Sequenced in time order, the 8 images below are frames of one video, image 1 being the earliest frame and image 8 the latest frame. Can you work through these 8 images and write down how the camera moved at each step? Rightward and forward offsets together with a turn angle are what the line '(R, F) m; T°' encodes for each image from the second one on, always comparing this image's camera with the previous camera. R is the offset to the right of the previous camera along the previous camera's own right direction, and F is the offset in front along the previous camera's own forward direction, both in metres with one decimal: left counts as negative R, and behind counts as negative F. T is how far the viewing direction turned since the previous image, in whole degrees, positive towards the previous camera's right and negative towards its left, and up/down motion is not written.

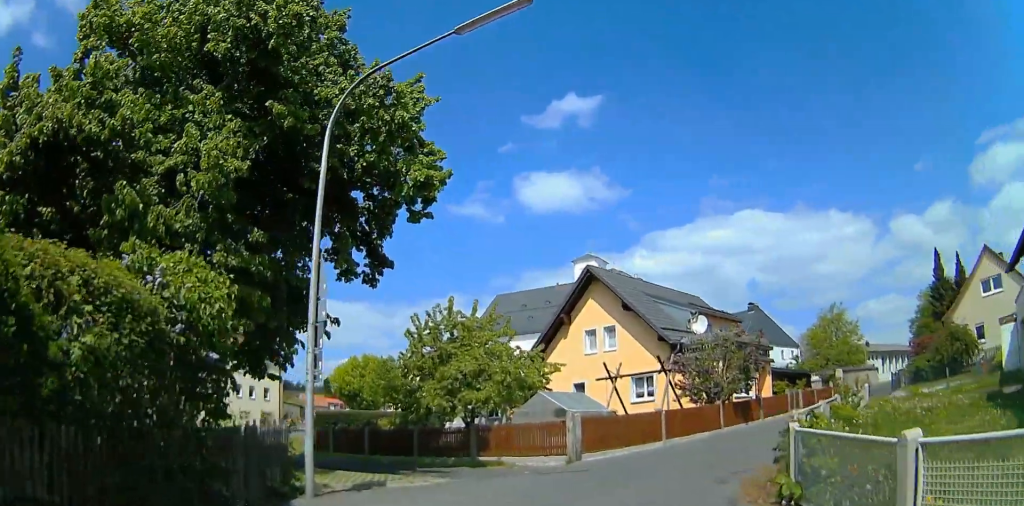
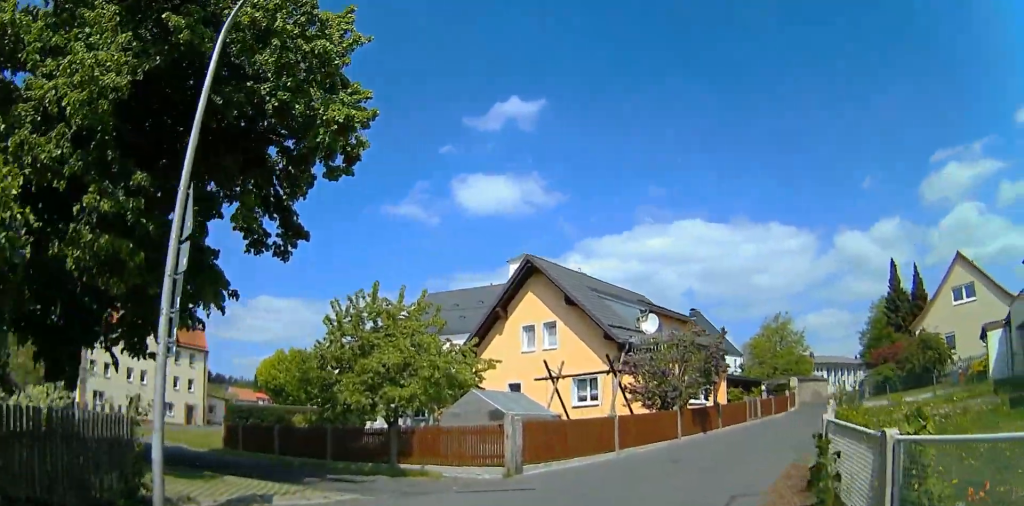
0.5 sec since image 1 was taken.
(0.0, +3.3) m; +4°
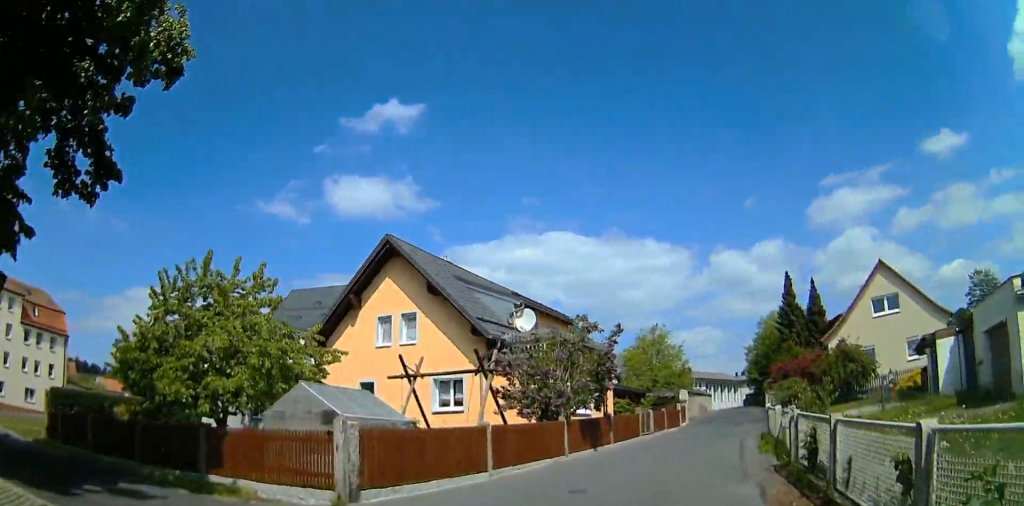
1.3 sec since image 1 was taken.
(+0.2, +4.7) m; +11°
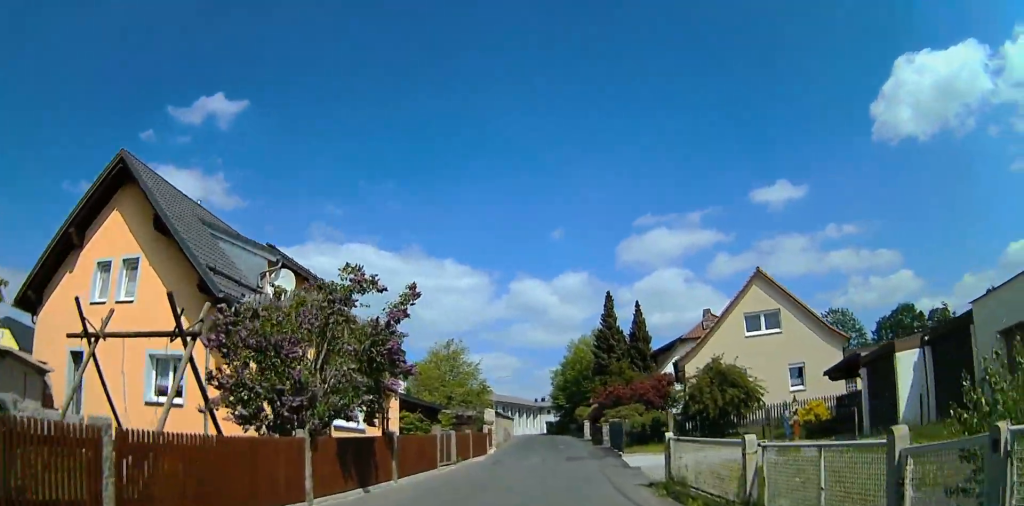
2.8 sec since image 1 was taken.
(+1.9, +7.4) m; +23°
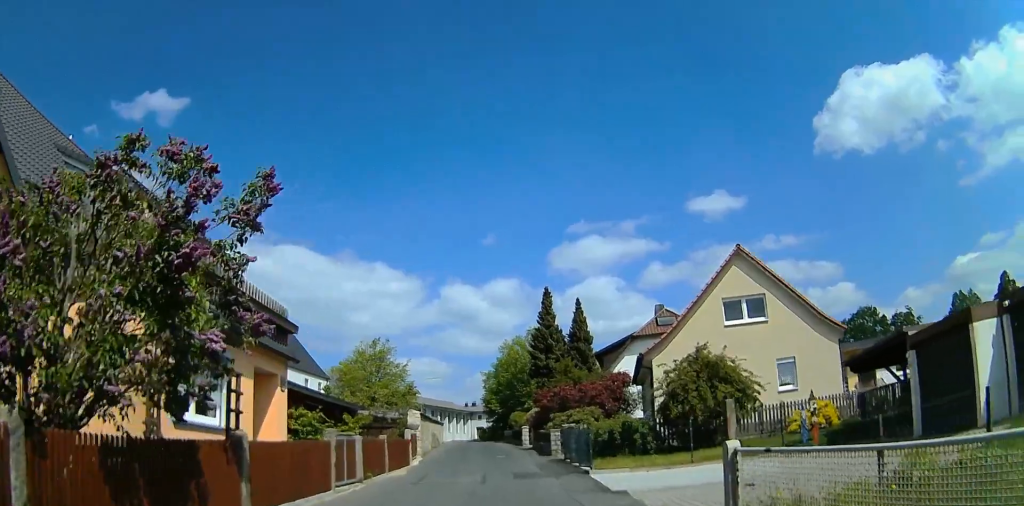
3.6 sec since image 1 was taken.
(+0.3, +4.0) m; +6°
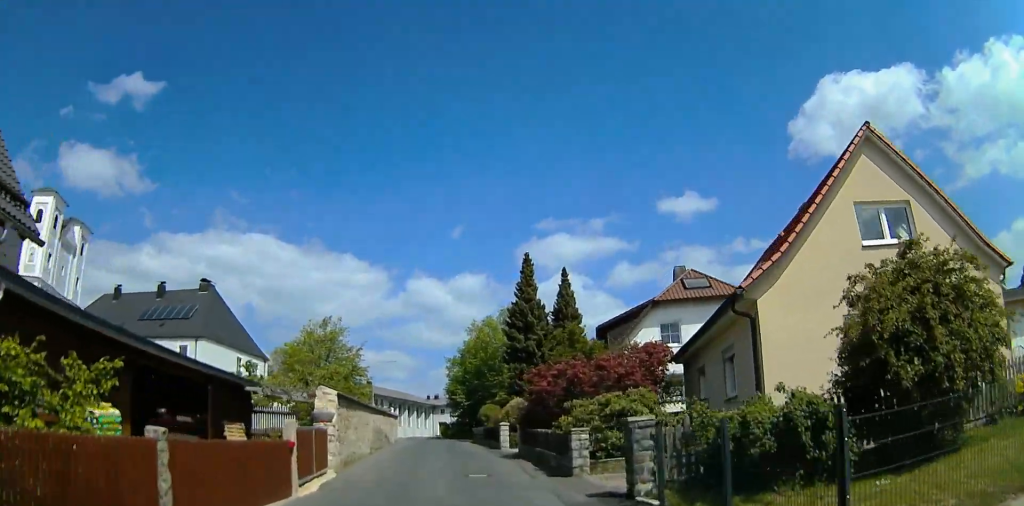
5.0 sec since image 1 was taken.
(+0.9, +8.7) m; +7°
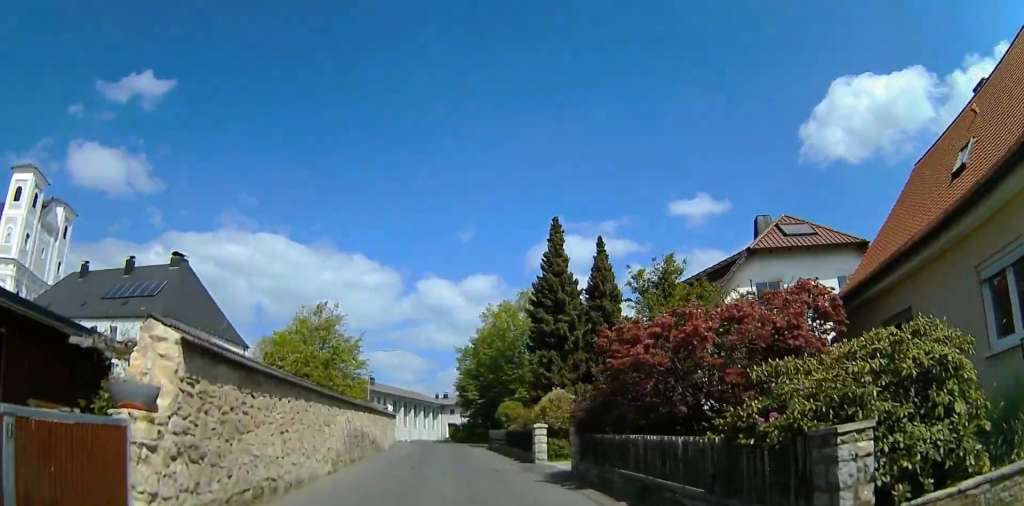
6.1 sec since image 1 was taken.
(-0.2, +8.3) m; -3°
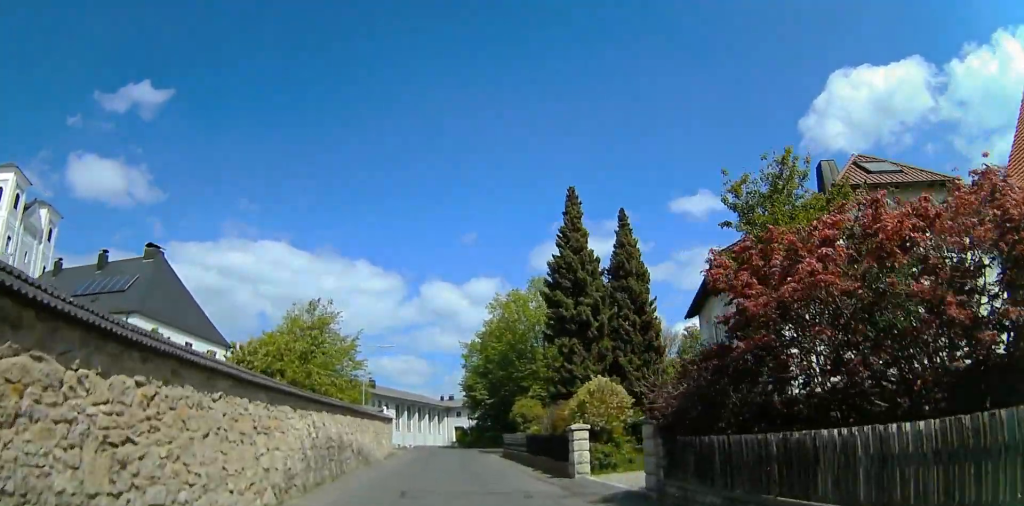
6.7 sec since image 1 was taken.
(-0.1, +5.3) m; 0°
